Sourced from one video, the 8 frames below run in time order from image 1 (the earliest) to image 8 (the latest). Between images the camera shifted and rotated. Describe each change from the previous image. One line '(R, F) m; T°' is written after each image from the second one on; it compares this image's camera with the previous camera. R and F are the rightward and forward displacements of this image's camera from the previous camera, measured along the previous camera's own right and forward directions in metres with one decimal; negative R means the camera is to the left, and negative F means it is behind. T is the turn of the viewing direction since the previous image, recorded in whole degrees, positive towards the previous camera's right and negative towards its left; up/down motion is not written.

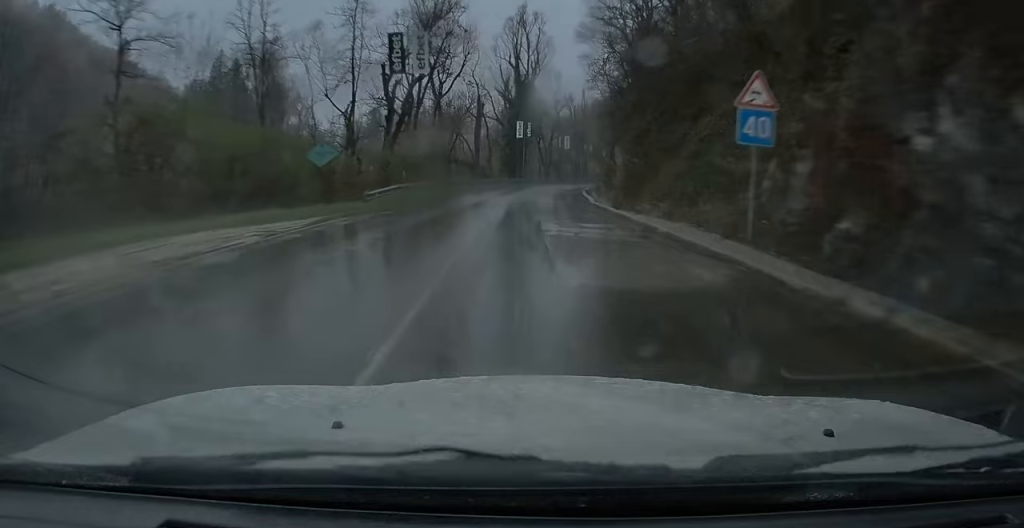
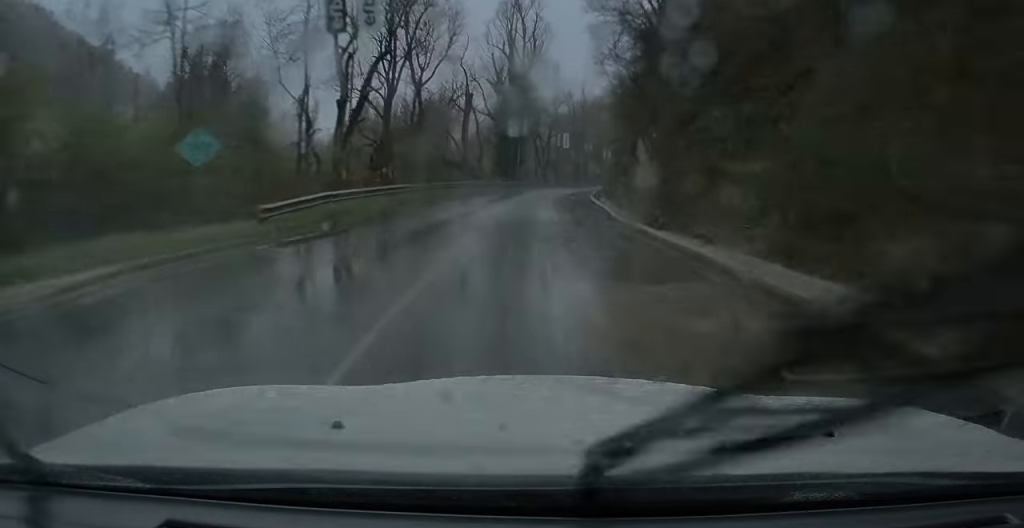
(+0.1, +9.5) m; +1°
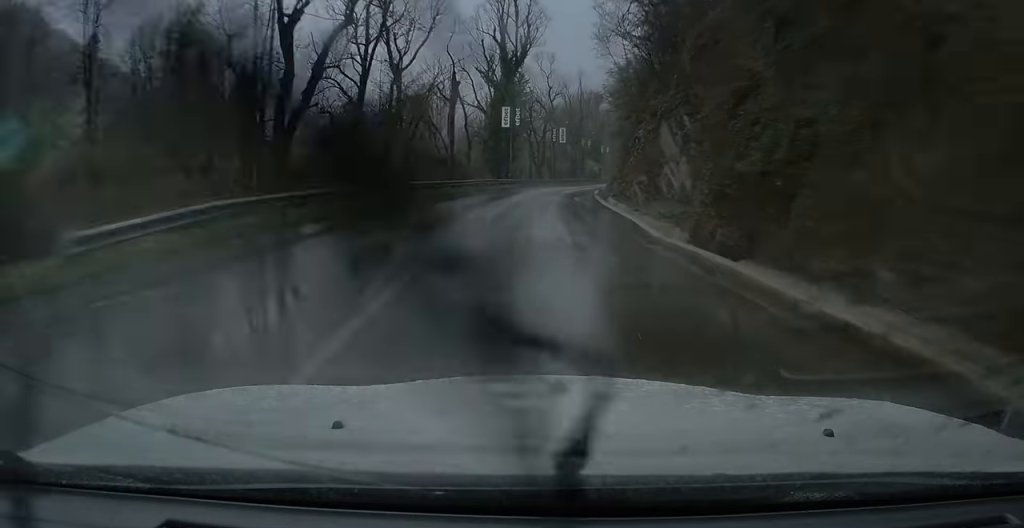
(-0.1, +6.7) m; +1°
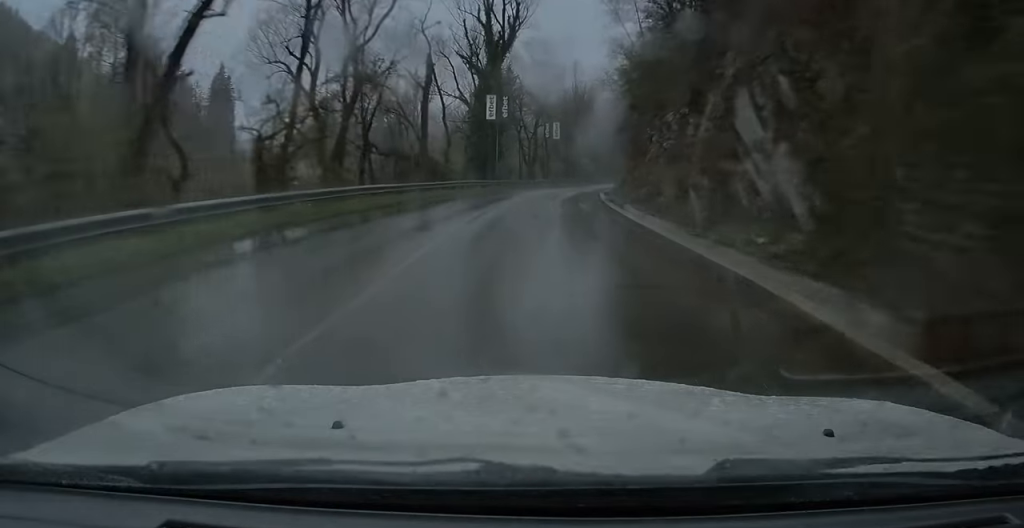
(+0.1, +9.6) m; +1°
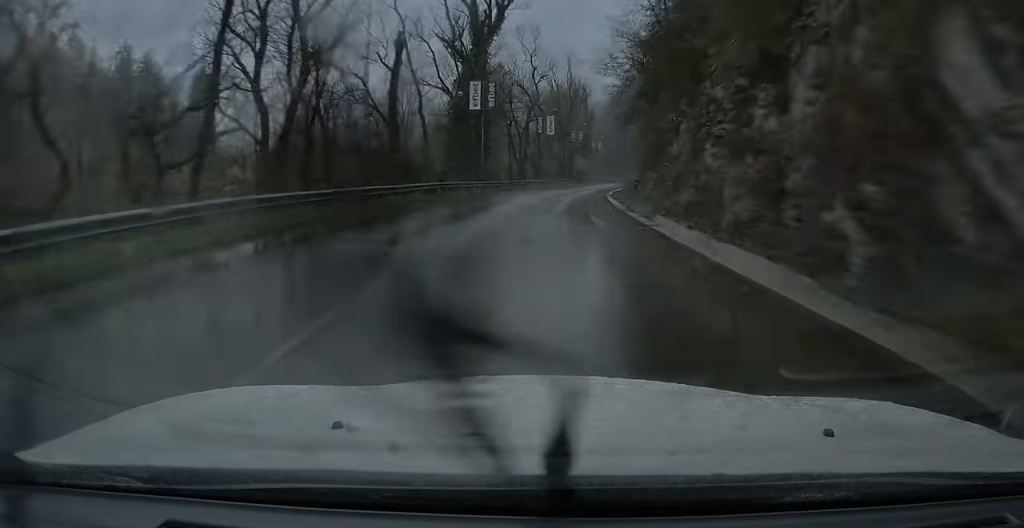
(+0.1, +7.9) m; +1°
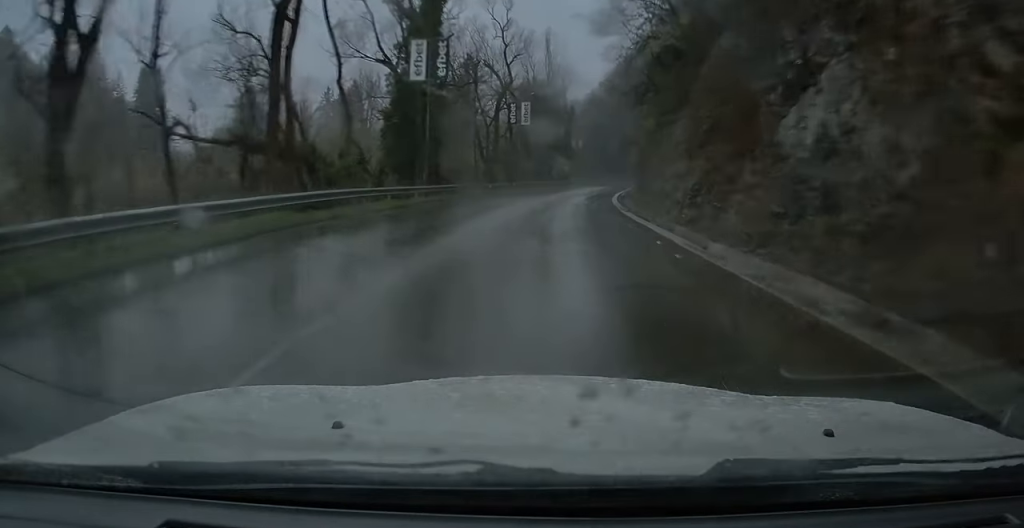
(+0.3, +14.7) m; +2°
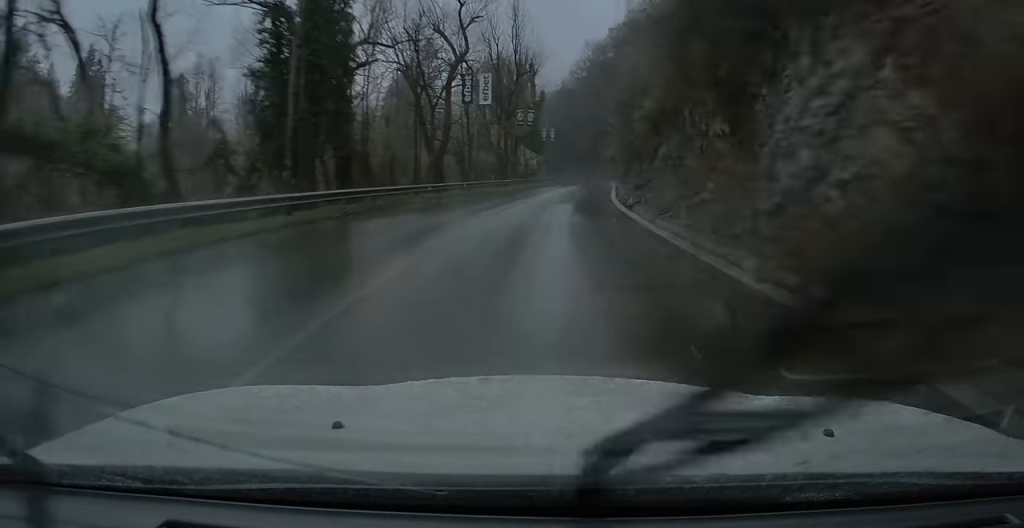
(+0.3, +14.9) m; +2°
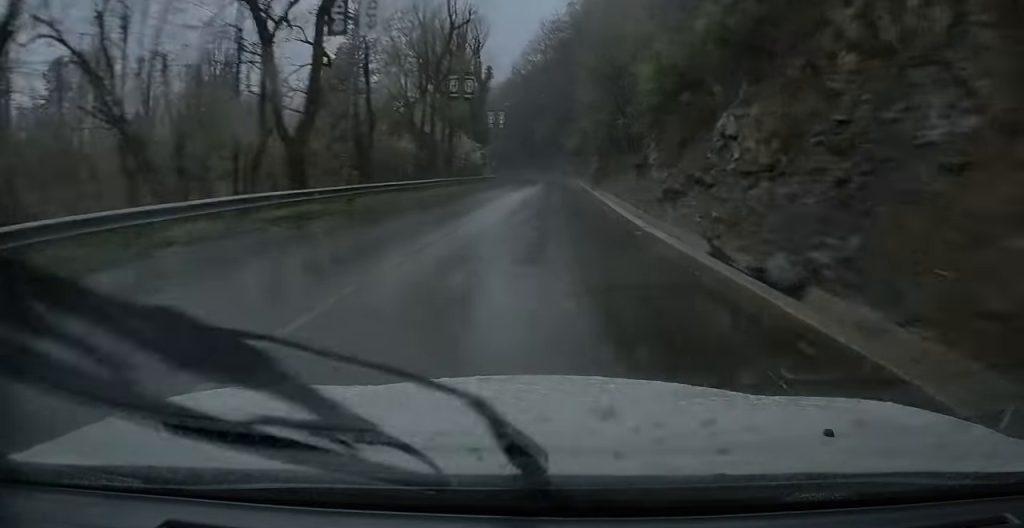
(+0.4, +20.8) m; +3°
